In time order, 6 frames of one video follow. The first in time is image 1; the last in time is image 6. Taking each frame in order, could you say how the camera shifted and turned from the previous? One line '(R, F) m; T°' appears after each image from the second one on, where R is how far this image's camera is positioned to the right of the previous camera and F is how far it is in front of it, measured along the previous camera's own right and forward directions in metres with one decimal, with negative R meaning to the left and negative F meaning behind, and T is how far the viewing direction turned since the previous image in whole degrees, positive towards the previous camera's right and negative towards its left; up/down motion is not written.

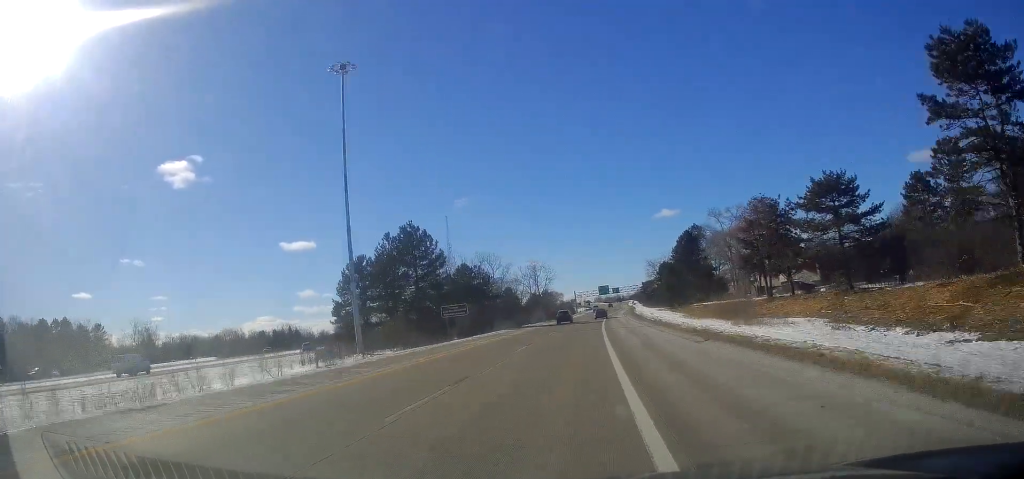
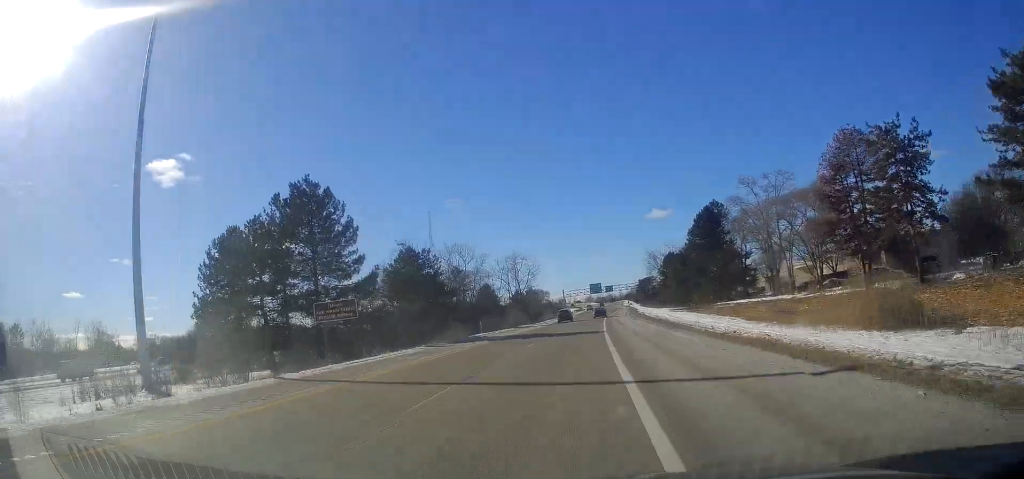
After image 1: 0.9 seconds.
(+0.1, +29.3) m; +1°
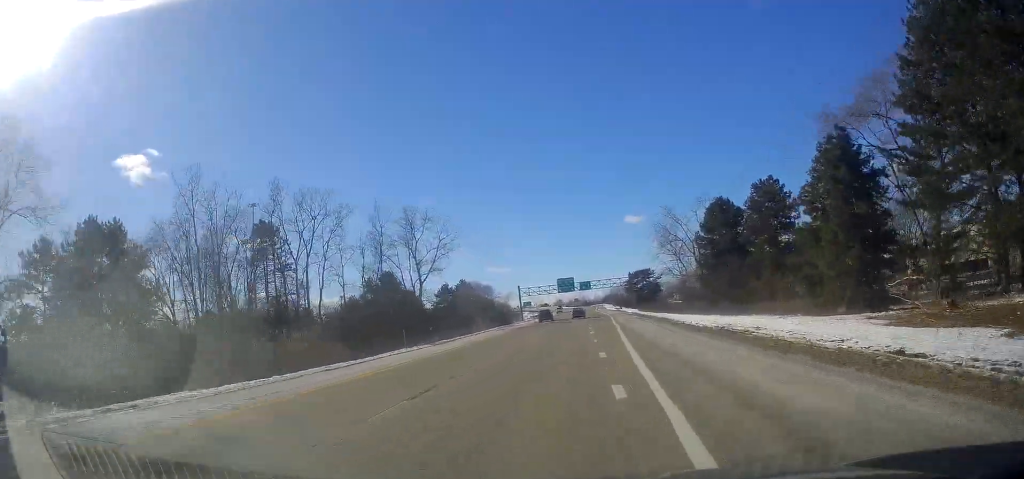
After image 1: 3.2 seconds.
(+1.8, +74.5) m; +1°
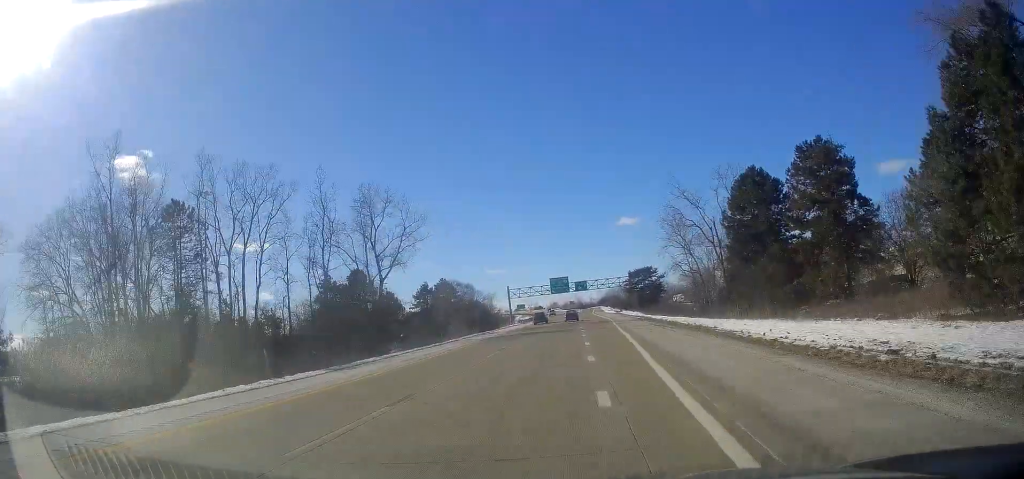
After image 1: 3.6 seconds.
(-0.2, +14.4) m; 0°
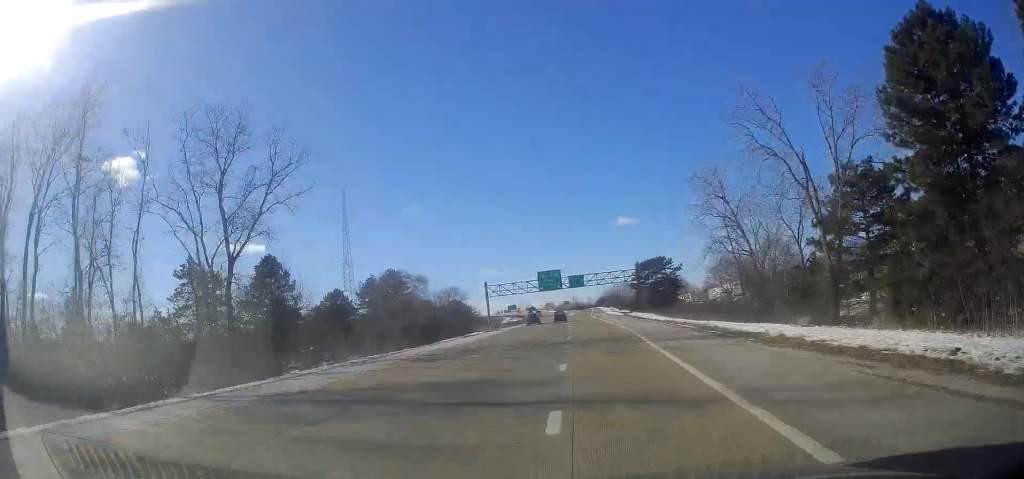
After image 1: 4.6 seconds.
(+0.1, +28.6) m; +1°
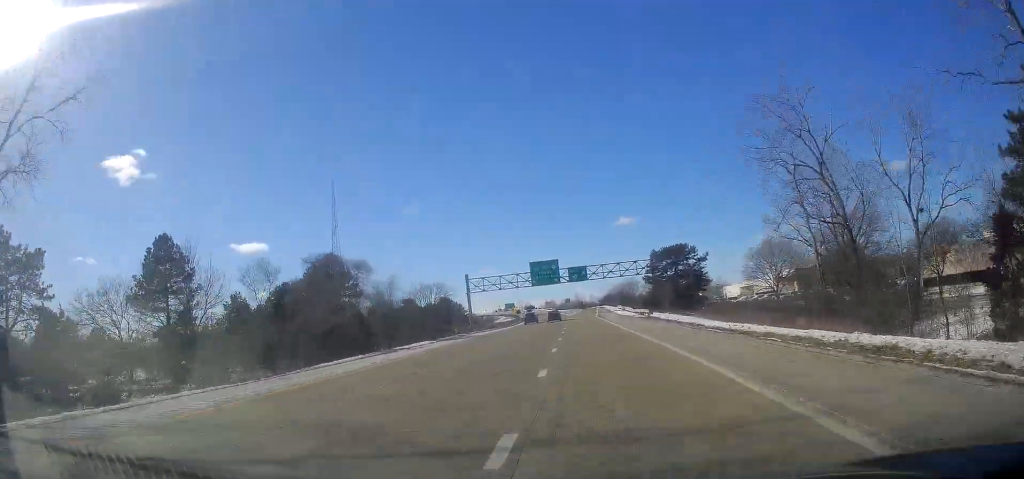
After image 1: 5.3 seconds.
(+0.2, +21.1) m; +1°
